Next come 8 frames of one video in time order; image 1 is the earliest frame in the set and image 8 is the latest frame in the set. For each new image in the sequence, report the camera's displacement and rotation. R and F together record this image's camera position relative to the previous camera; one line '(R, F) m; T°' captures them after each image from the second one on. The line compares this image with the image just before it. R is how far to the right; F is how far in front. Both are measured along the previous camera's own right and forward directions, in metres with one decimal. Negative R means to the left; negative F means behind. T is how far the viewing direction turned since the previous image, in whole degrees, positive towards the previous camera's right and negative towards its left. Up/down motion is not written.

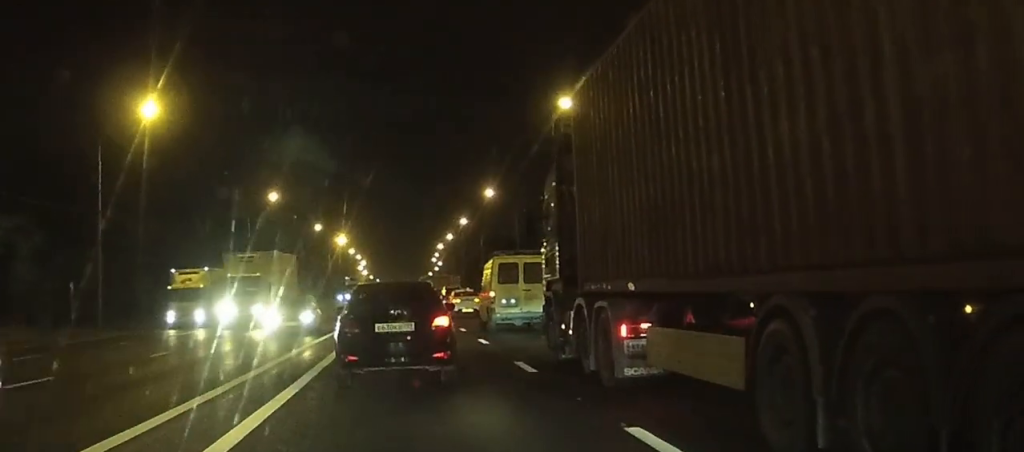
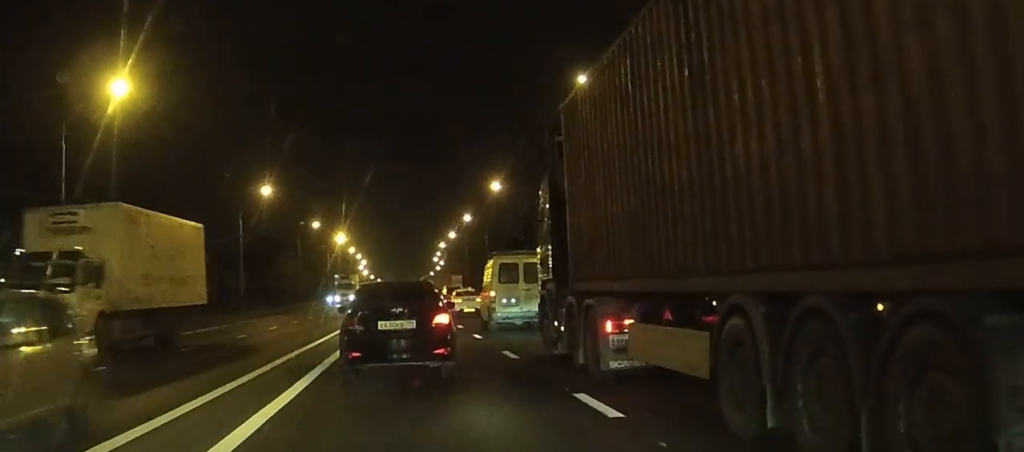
(-0.1, +5.7) m; -1°
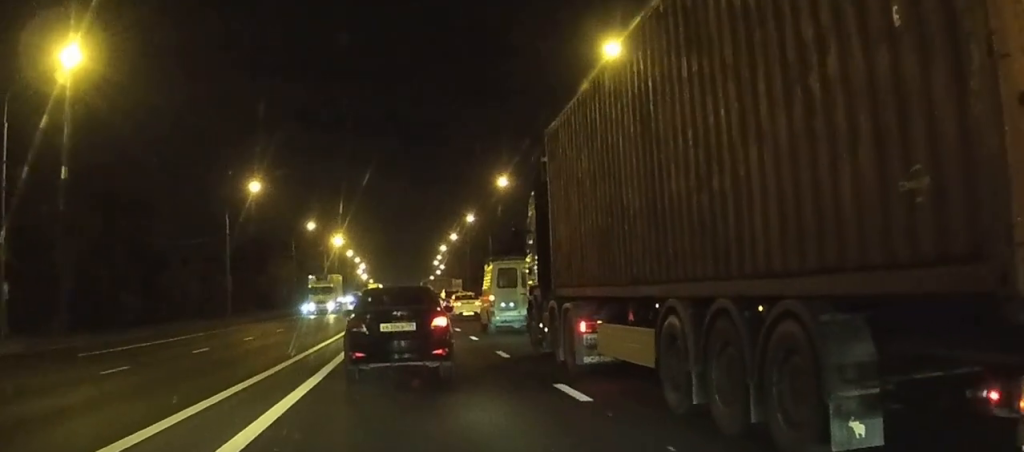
(-0.1, +7.3) m; -1°
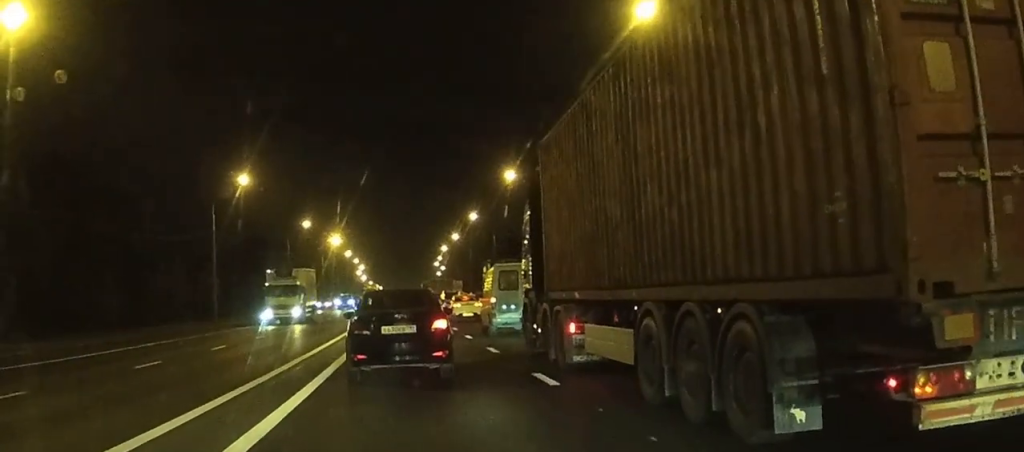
(0.0, +5.8) m; +1°
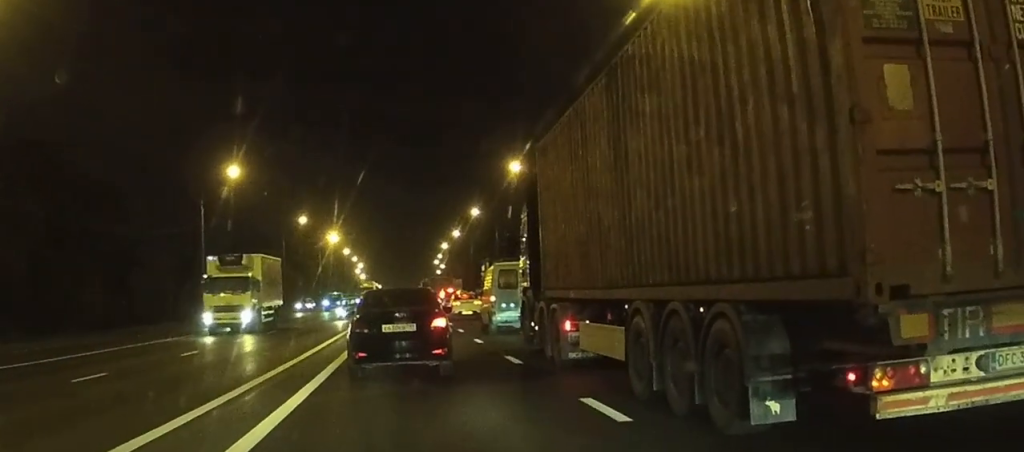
(+0.1, +4.1) m; +1°
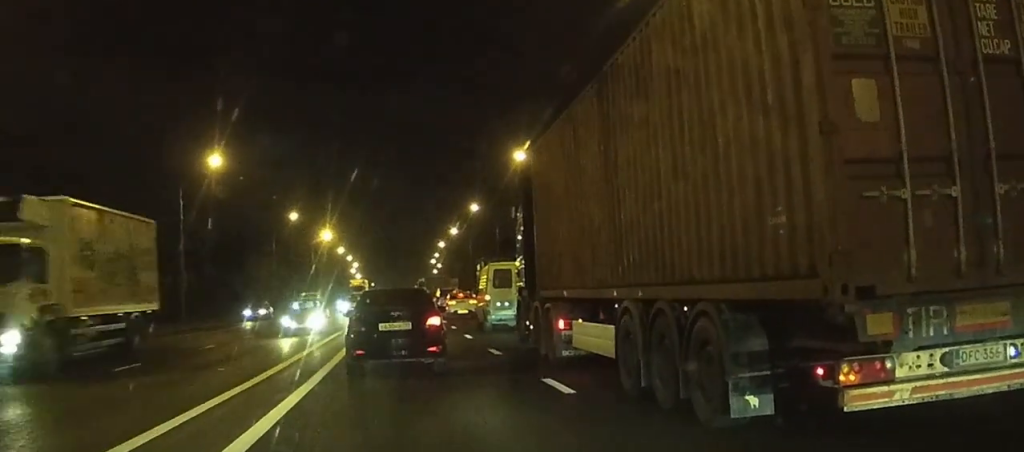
(0.0, +5.6) m; 0°
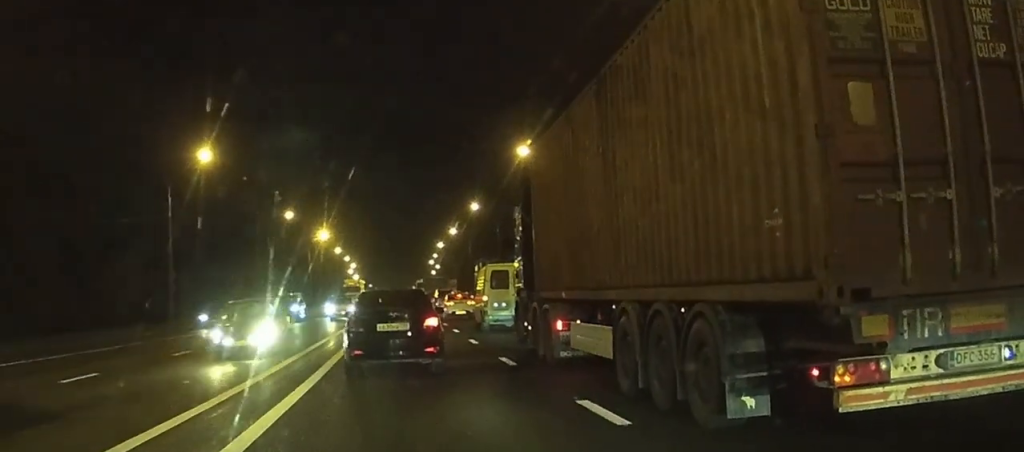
(0.0, +2.8) m; 0°
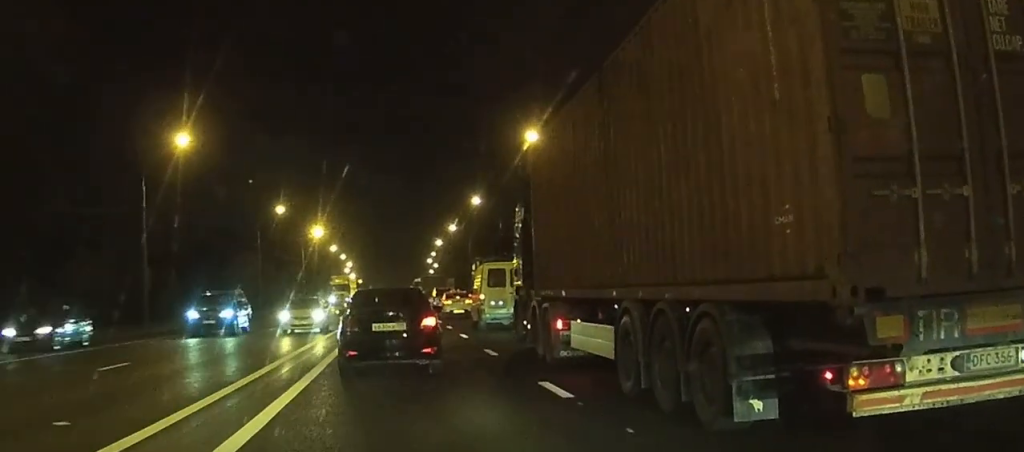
(0.0, +5.3) m; +1°
